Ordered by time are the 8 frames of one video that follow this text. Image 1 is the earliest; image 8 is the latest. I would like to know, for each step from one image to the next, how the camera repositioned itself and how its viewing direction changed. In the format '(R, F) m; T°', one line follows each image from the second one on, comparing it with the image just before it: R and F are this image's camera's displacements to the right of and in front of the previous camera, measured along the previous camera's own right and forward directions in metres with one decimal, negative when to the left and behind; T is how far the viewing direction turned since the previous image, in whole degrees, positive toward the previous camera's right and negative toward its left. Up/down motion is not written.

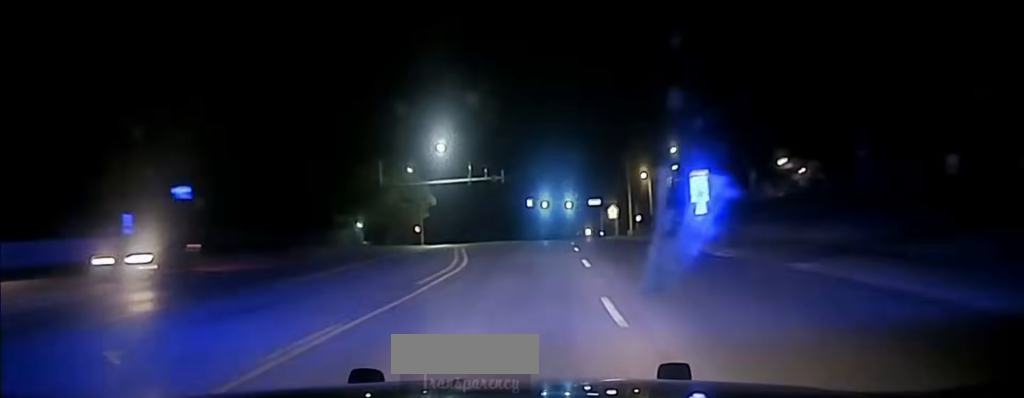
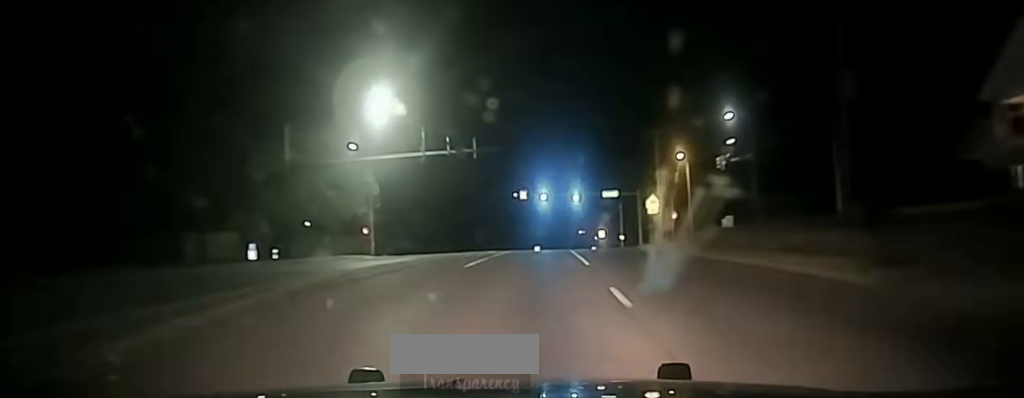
(-0.1, +30.9) m; 0°
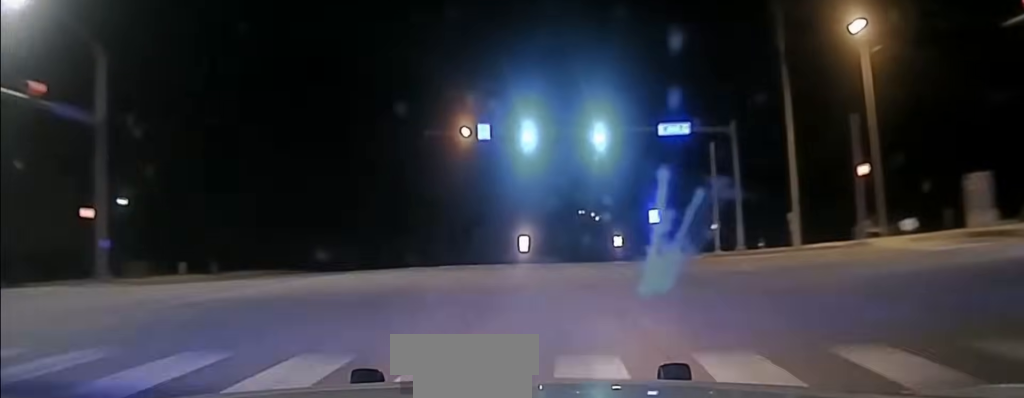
(+0.1, +52.6) m; 0°
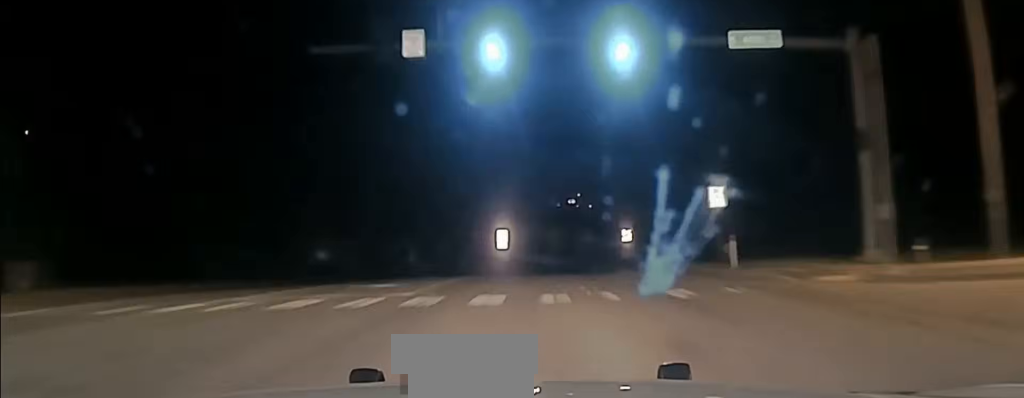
(-0.2, +22.1) m; 0°
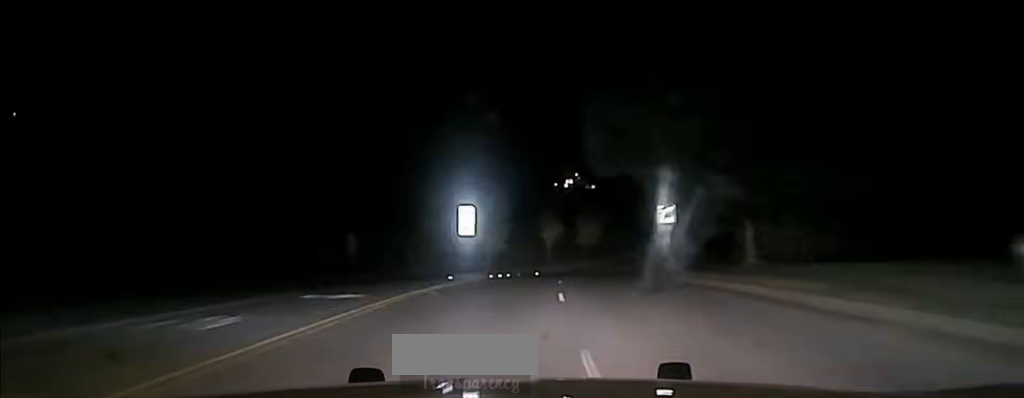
(+0.4, +26.3) m; +1°
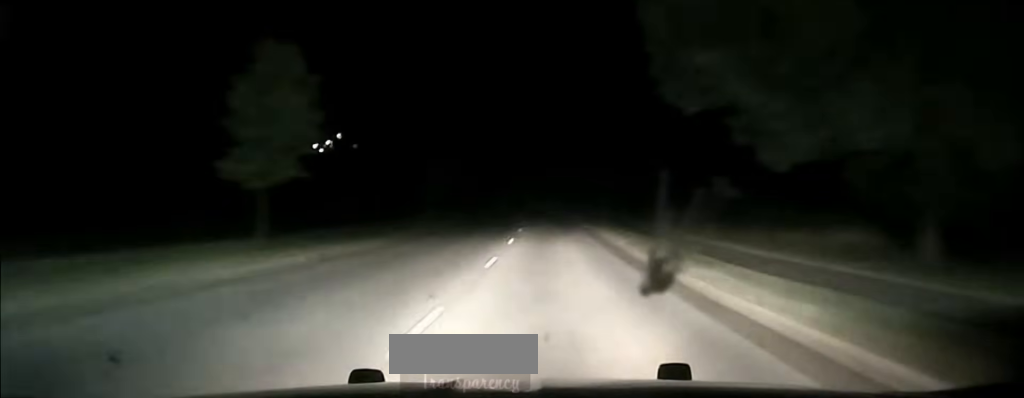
(+2.6, +63.9) m; +7°
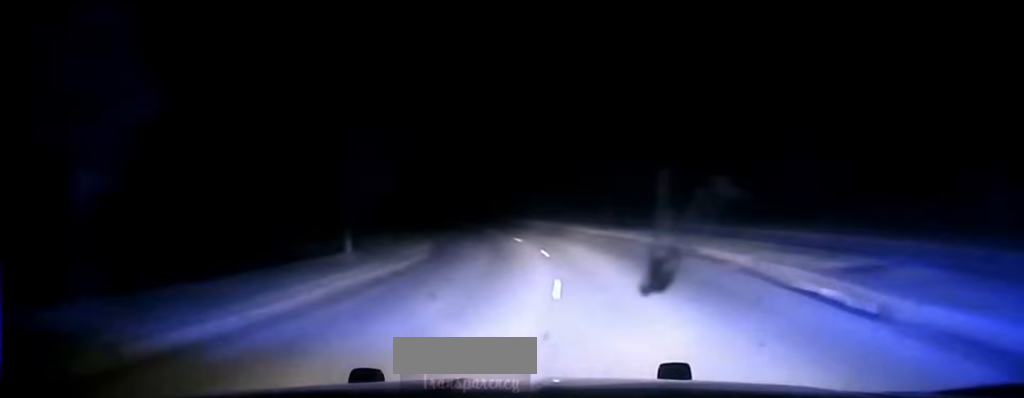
(+3.2, +43.3) m; +5°
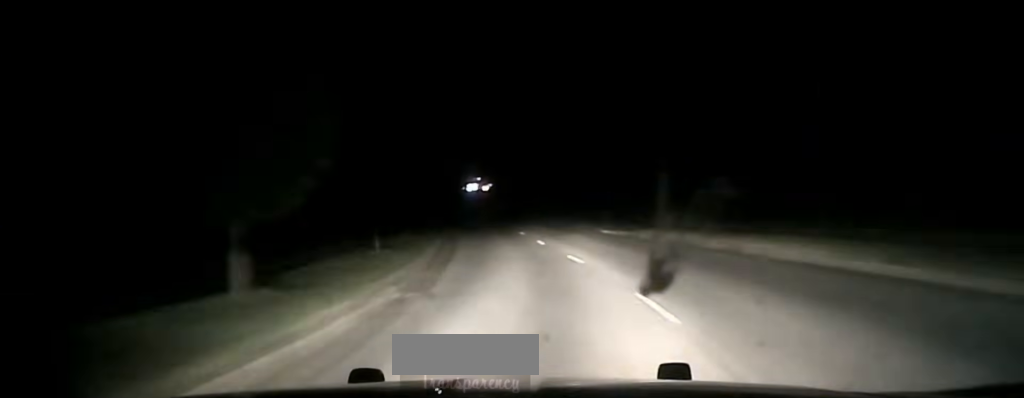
(-0.2, +24.3) m; -3°
